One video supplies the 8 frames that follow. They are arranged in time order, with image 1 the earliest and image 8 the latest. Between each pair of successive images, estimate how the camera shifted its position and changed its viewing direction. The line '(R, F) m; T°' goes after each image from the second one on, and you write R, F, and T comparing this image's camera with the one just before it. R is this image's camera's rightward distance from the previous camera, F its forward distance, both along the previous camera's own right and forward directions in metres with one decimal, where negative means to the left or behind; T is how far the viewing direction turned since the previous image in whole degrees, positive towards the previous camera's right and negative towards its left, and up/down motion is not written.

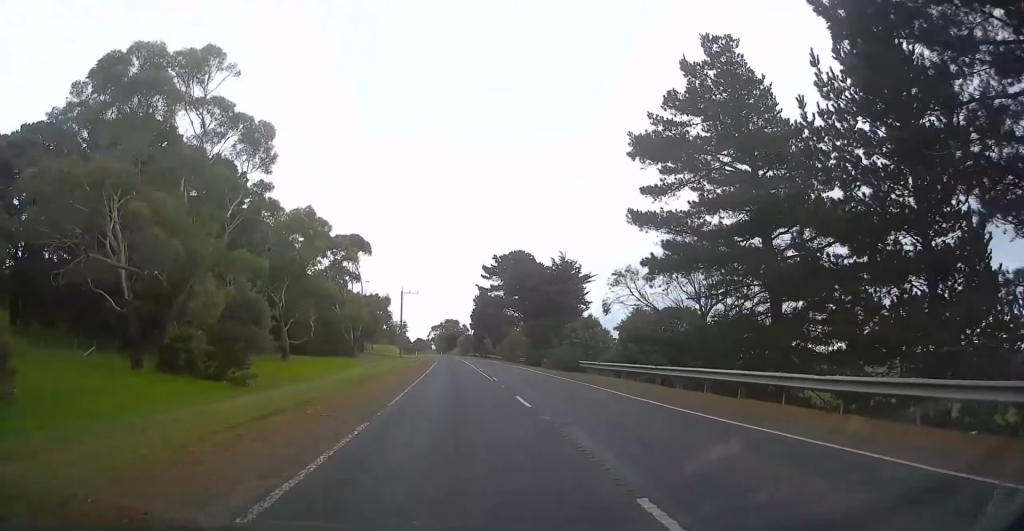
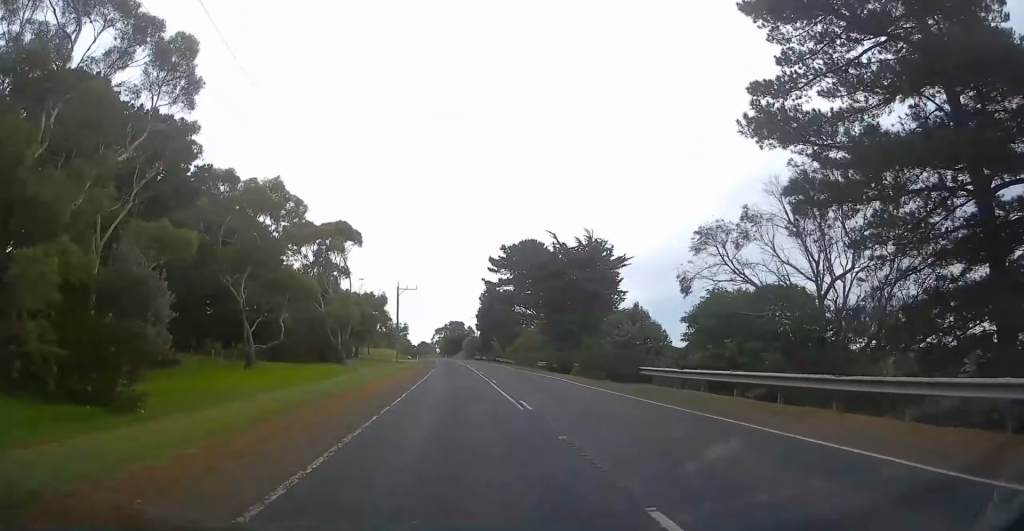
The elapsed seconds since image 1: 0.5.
(-0.2, +12.7) m; -1°
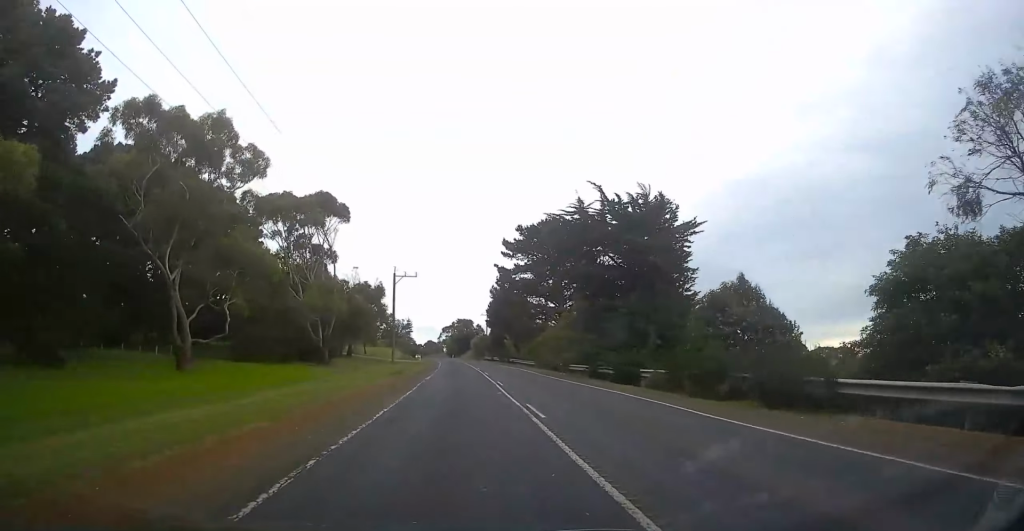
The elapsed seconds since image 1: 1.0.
(-0.1, +13.6) m; -1°
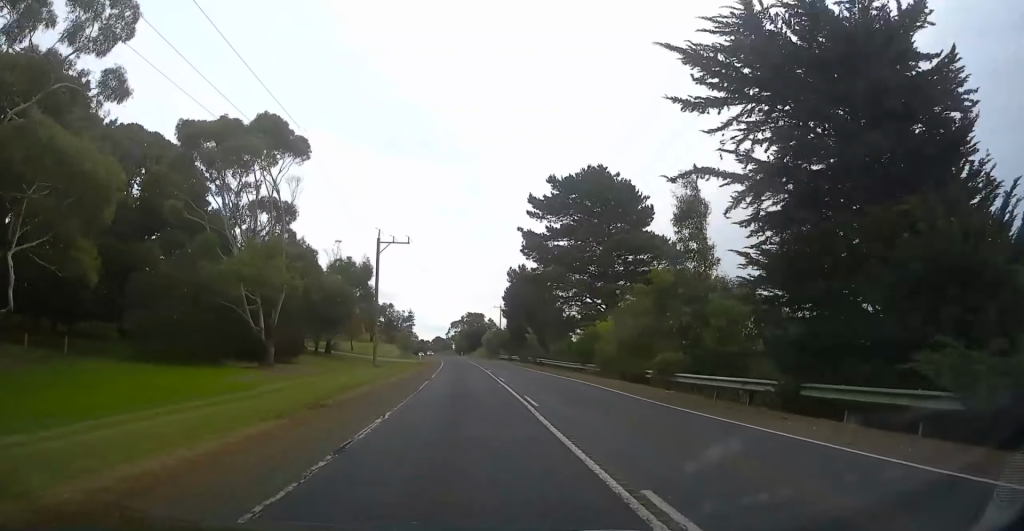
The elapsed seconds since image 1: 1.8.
(0.0, +20.6) m; -1°
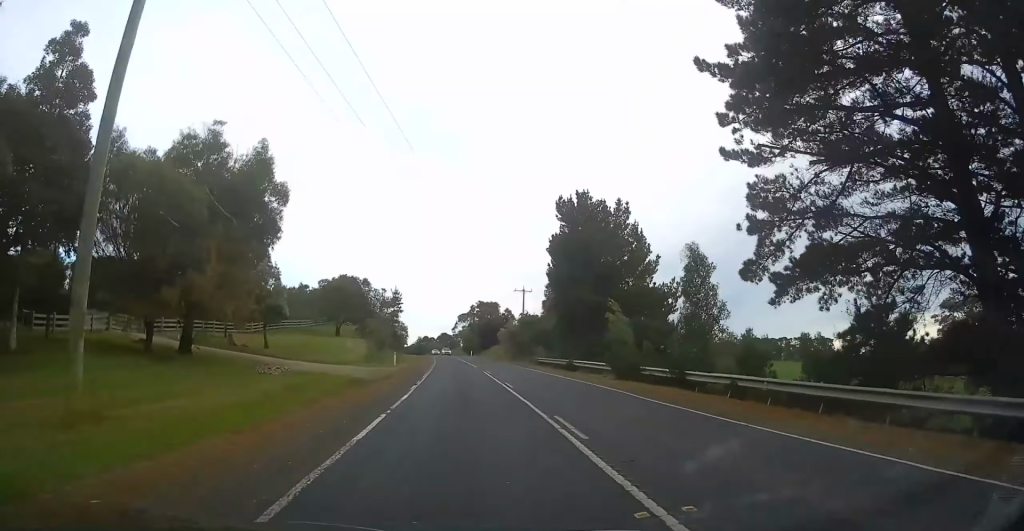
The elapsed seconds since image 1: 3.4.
(-0.4, +41.9) m; 0°
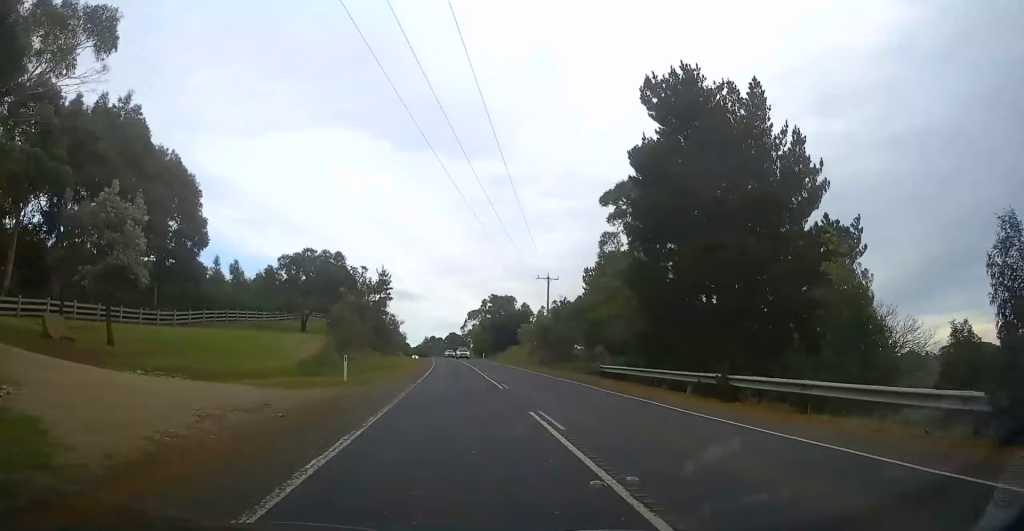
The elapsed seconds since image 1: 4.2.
(-0.1, +22.8) m; -1°
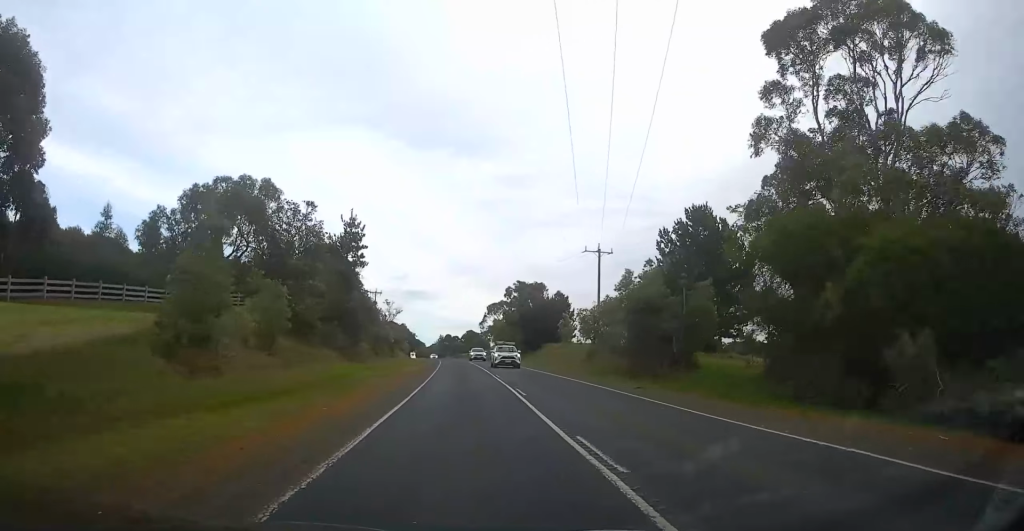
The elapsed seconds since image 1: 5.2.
(-0.4, +26.2) m; -1°
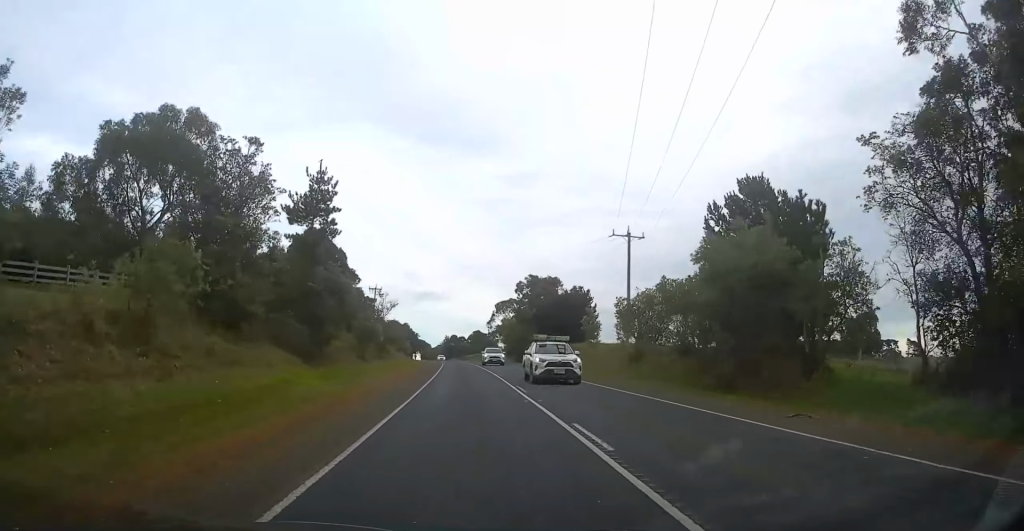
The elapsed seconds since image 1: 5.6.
(0.0, +10.6) m; 0°
